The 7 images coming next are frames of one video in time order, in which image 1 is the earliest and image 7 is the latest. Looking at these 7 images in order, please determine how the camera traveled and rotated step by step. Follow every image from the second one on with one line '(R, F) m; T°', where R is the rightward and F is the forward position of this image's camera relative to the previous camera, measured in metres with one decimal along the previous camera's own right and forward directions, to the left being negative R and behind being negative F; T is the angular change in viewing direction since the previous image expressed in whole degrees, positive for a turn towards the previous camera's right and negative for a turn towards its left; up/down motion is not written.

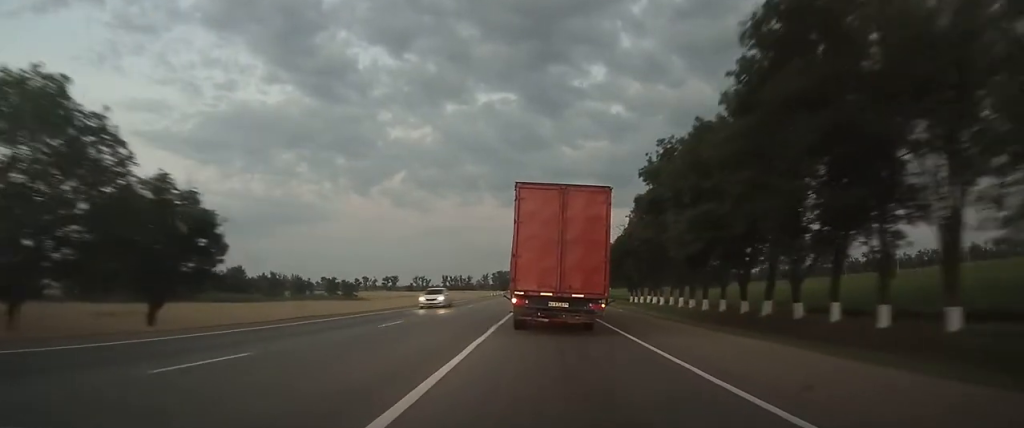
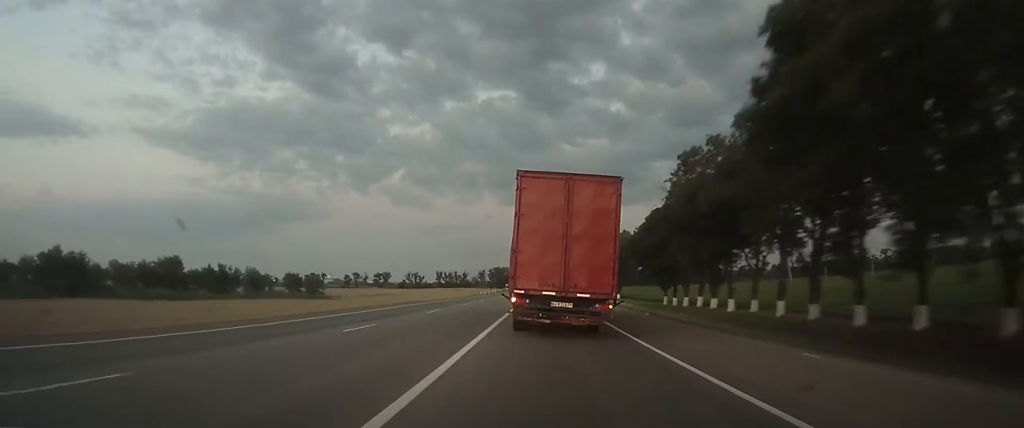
(0.0, +27.2) m; 0°
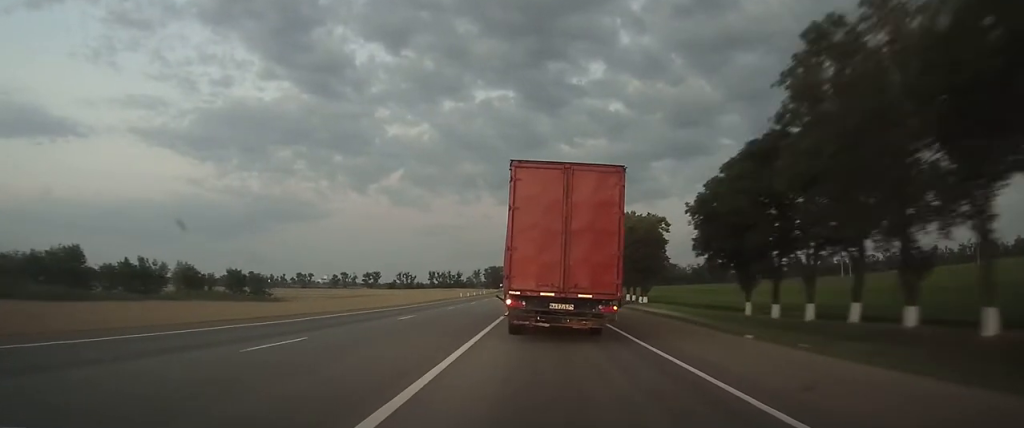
(+0.4, +29.2) m; +1°
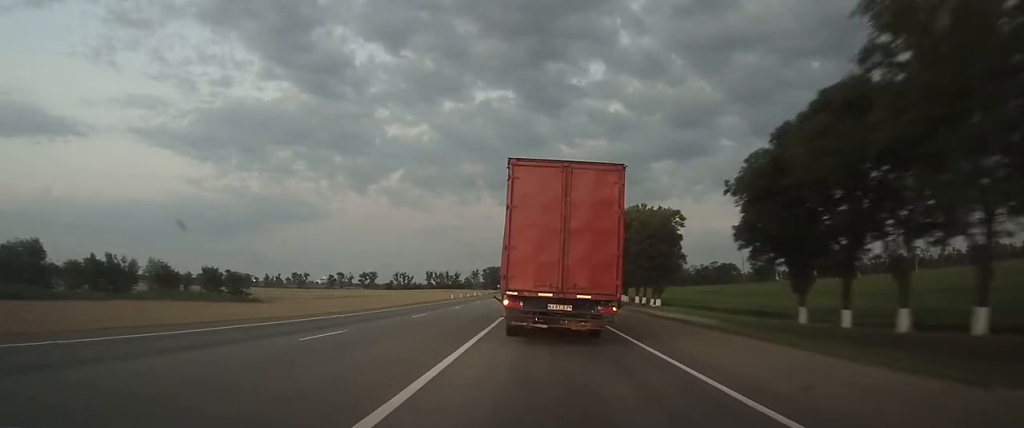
(0.0, +9.4) m; 0°
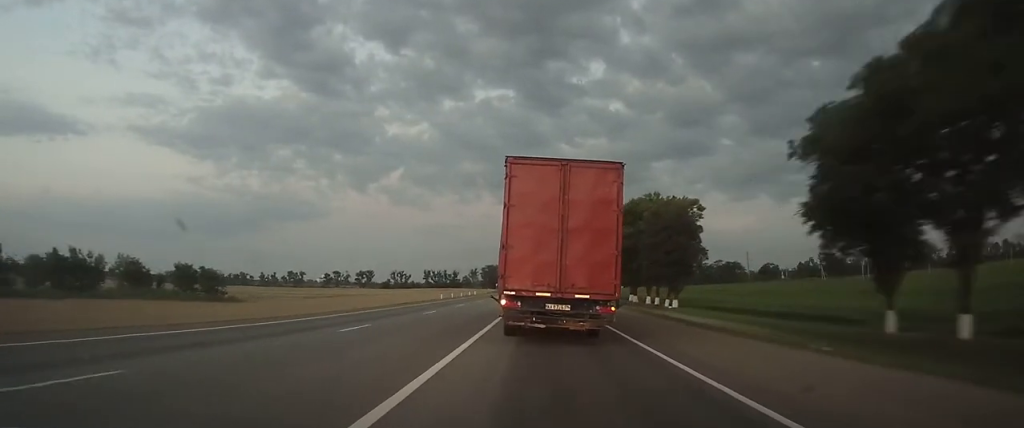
(0.0, +9.2) m; 0°
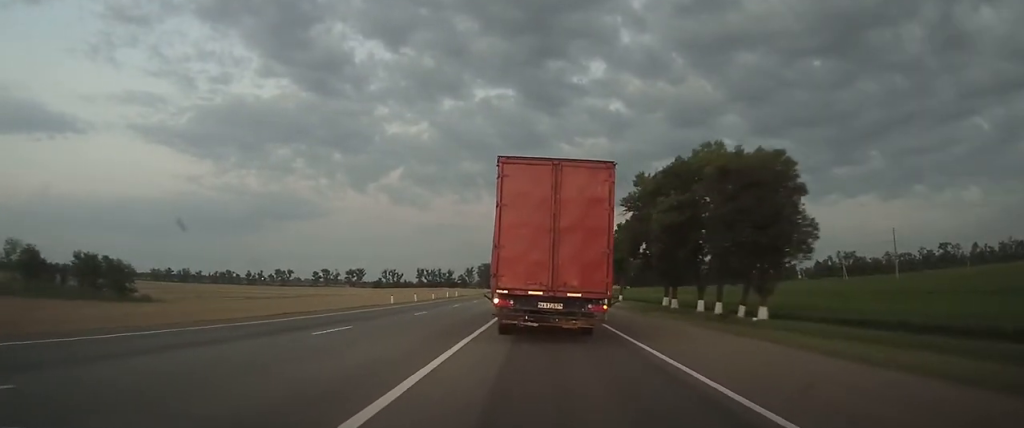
(-0.1, +25.8) m; 0°
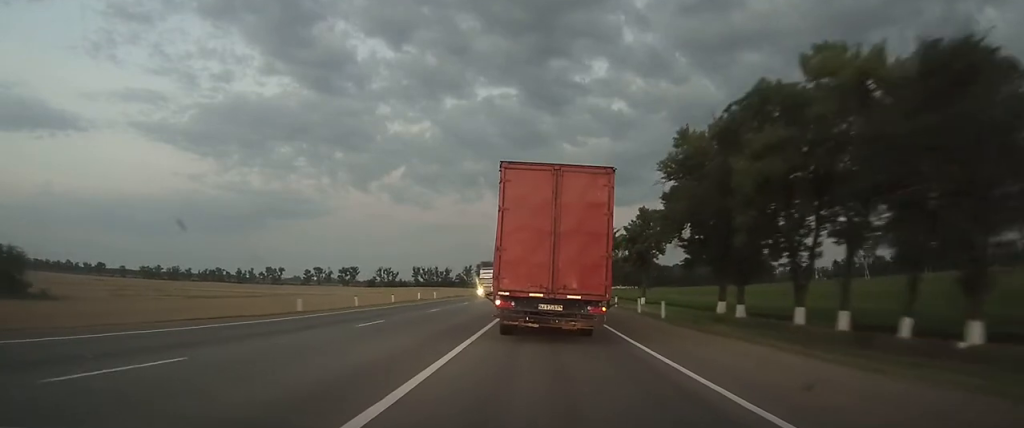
(0.0, +20.5) m; 0°
